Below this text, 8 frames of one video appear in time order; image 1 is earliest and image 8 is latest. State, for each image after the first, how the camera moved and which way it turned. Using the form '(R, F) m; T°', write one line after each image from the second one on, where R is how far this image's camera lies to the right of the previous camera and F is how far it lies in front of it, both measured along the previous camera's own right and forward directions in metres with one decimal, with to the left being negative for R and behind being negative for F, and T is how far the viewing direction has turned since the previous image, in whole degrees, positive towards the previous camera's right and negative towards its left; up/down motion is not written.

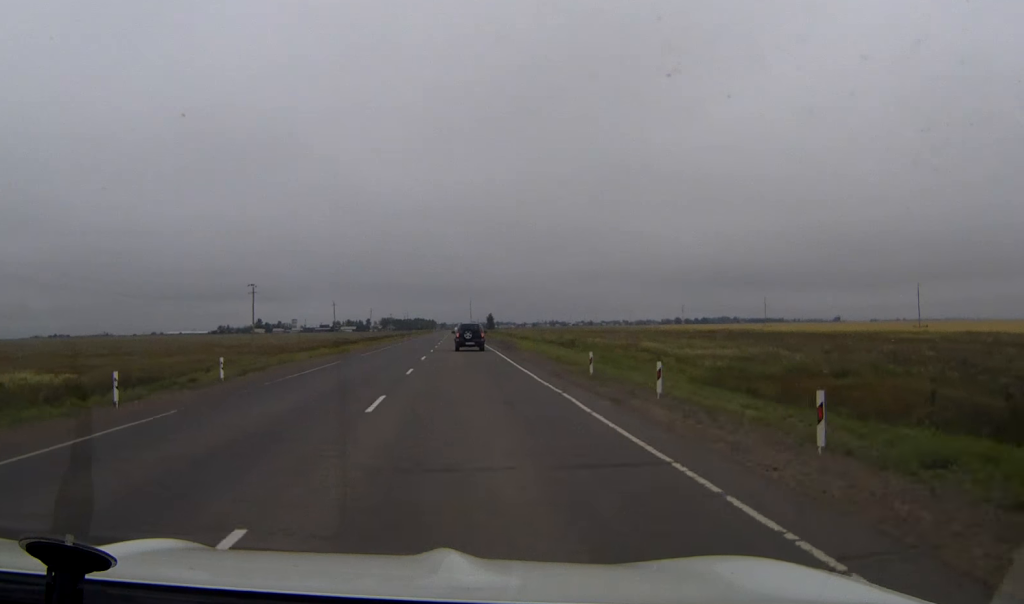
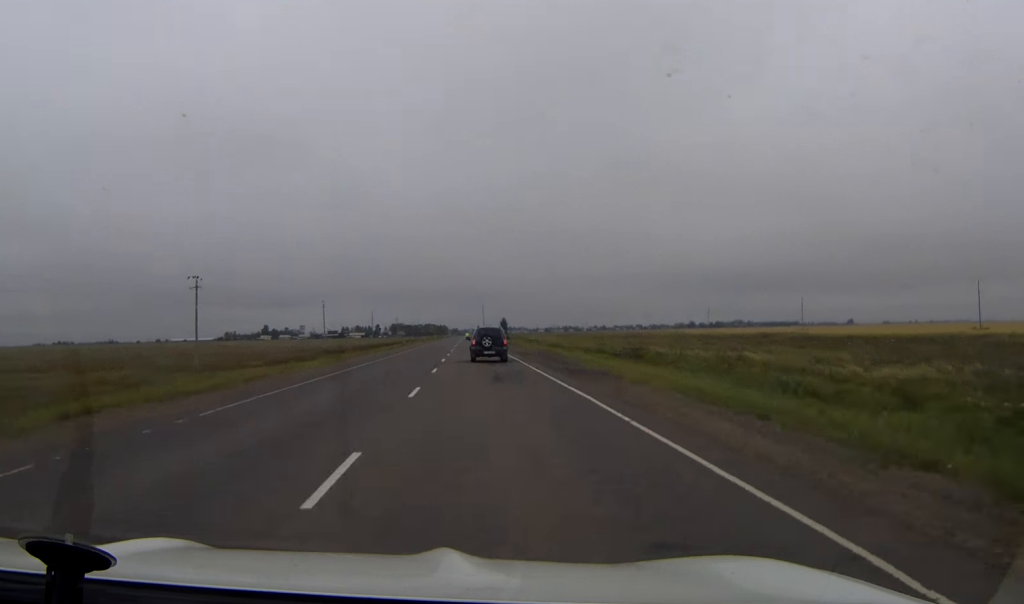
(-0.2, +32.0) m; 0°
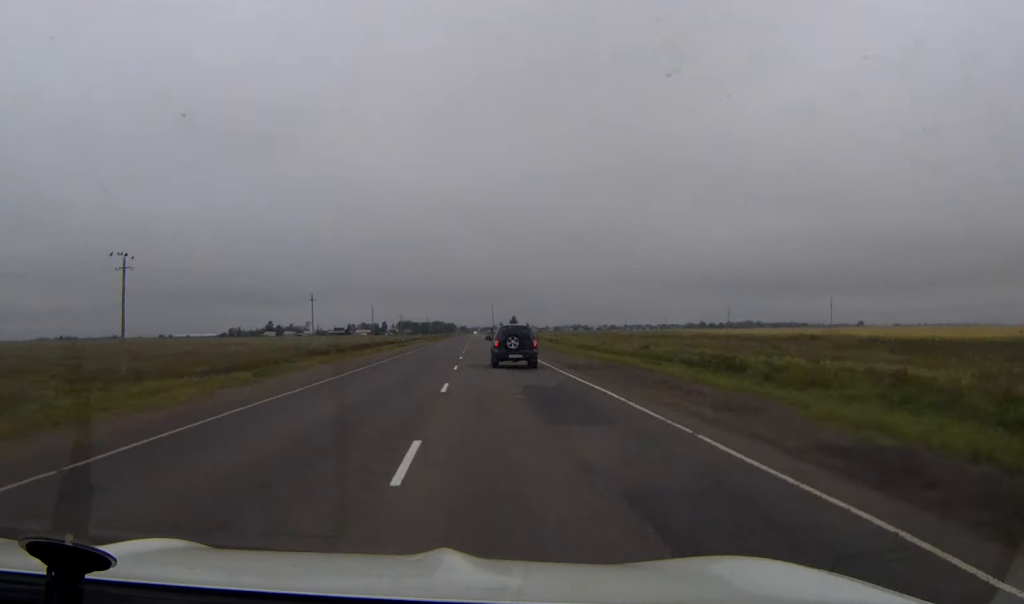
(0.0, +24.0) m; 0°
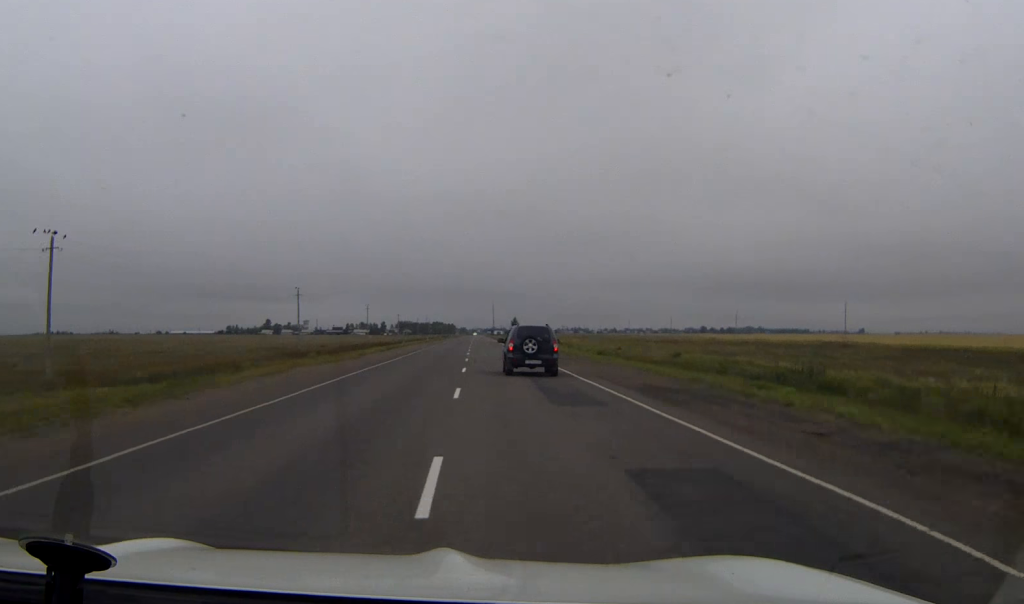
(0.0, +13.9) m; 0°
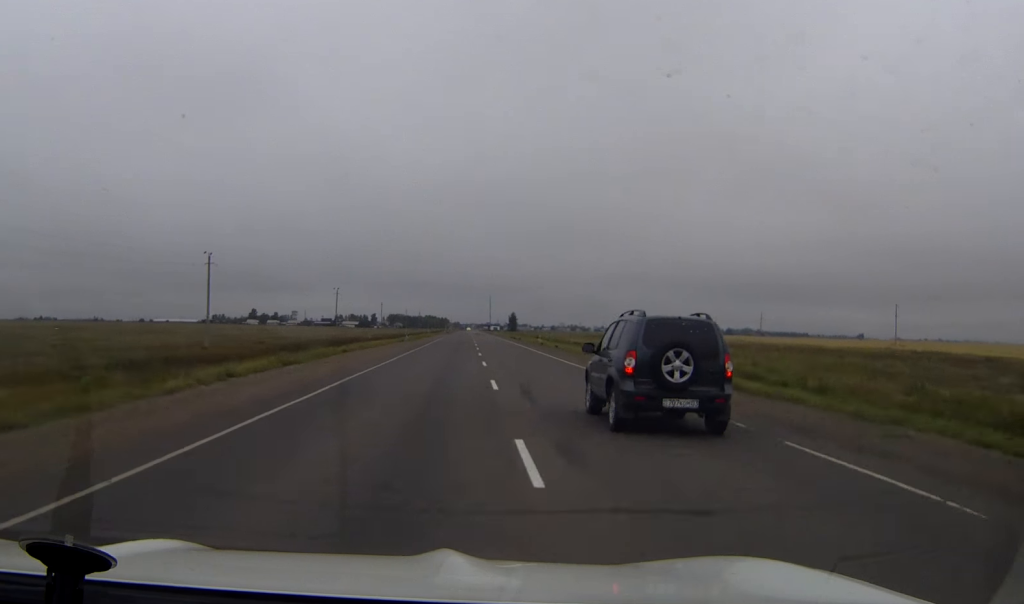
(+0.2, +46.9) m; +1°
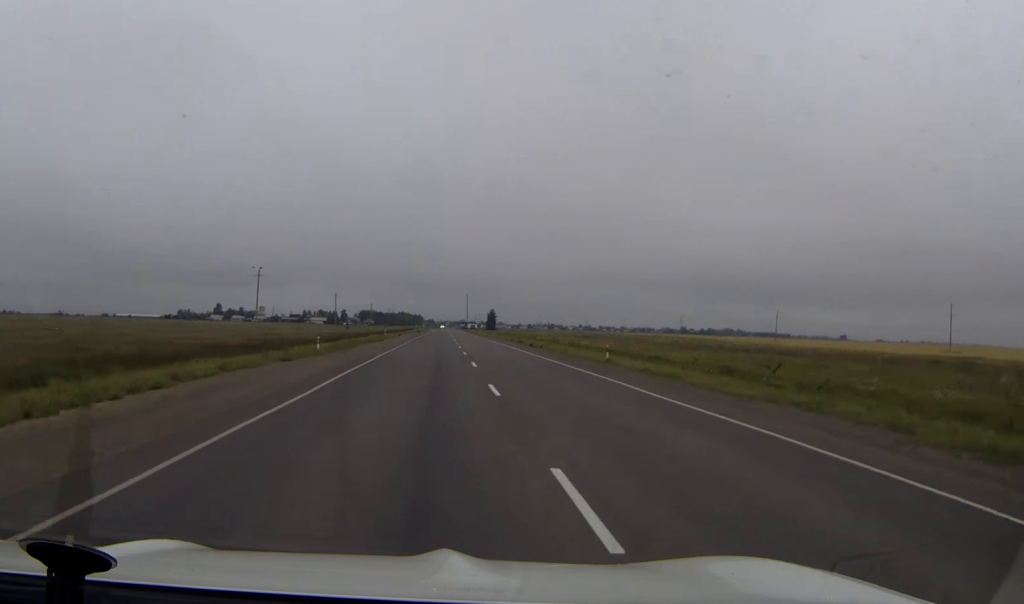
(+0.8, +50.4) m; +2°
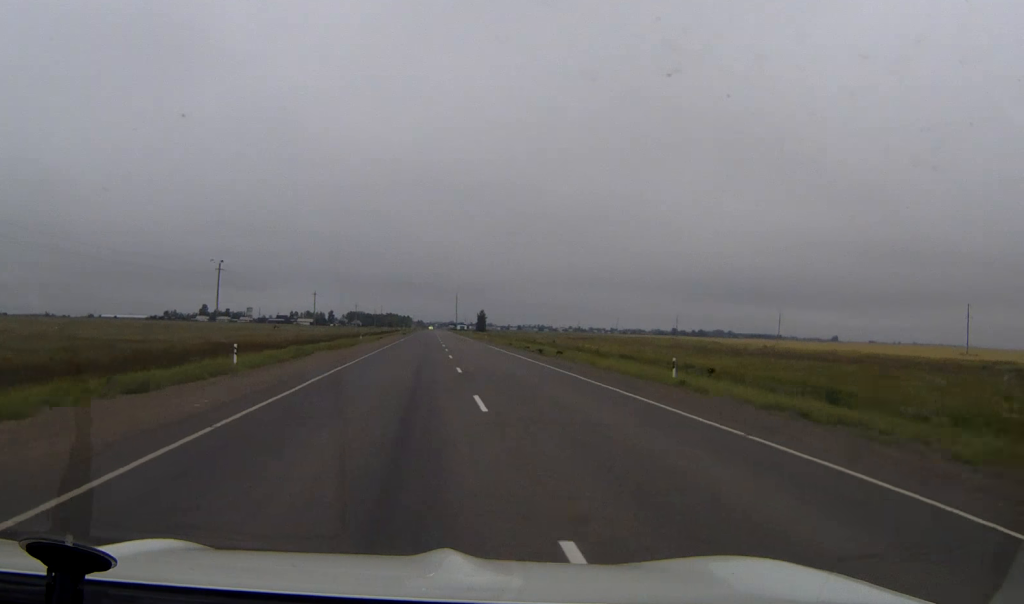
(+0.1, +14.5) m; 0°
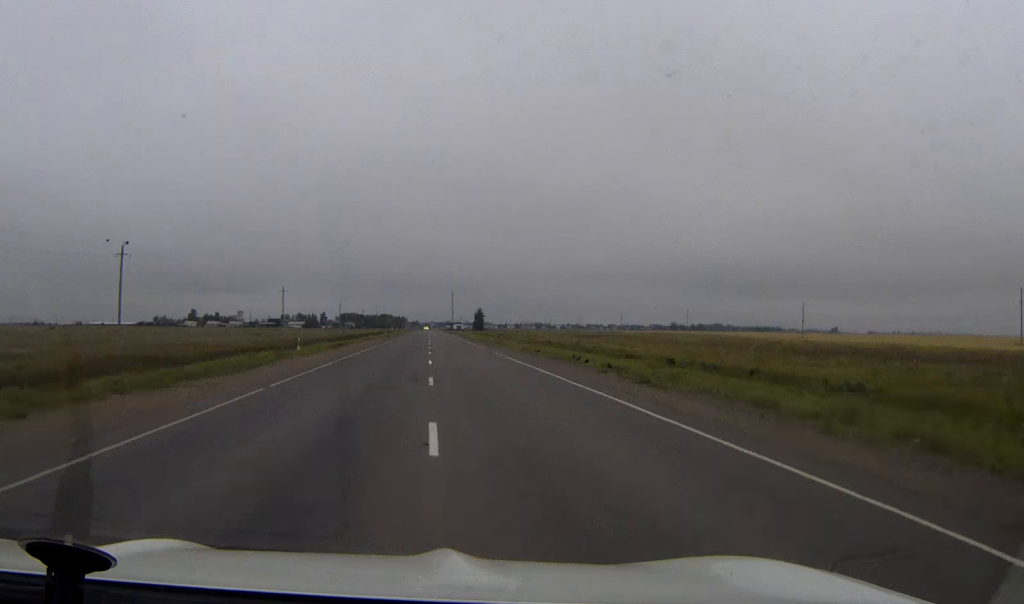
(+0.1, +29.0) m; 0°
